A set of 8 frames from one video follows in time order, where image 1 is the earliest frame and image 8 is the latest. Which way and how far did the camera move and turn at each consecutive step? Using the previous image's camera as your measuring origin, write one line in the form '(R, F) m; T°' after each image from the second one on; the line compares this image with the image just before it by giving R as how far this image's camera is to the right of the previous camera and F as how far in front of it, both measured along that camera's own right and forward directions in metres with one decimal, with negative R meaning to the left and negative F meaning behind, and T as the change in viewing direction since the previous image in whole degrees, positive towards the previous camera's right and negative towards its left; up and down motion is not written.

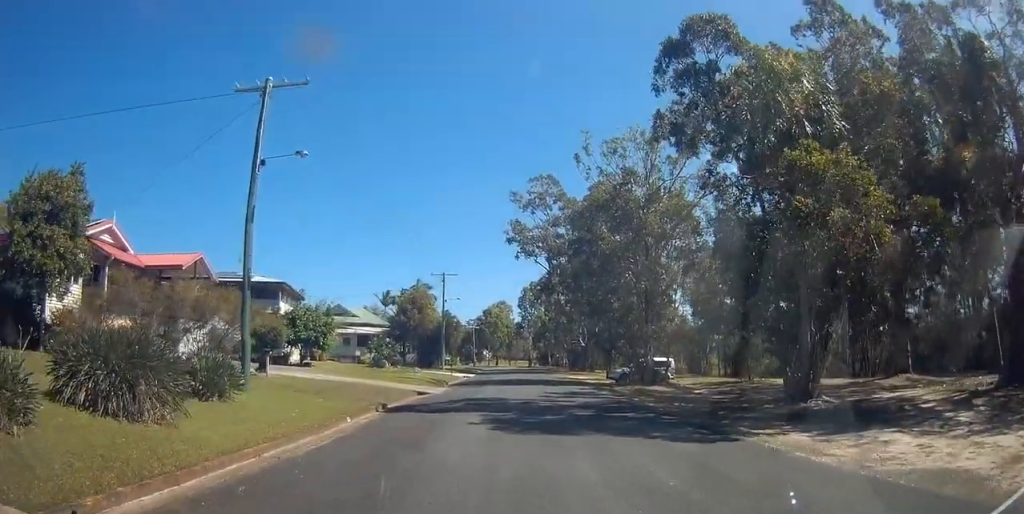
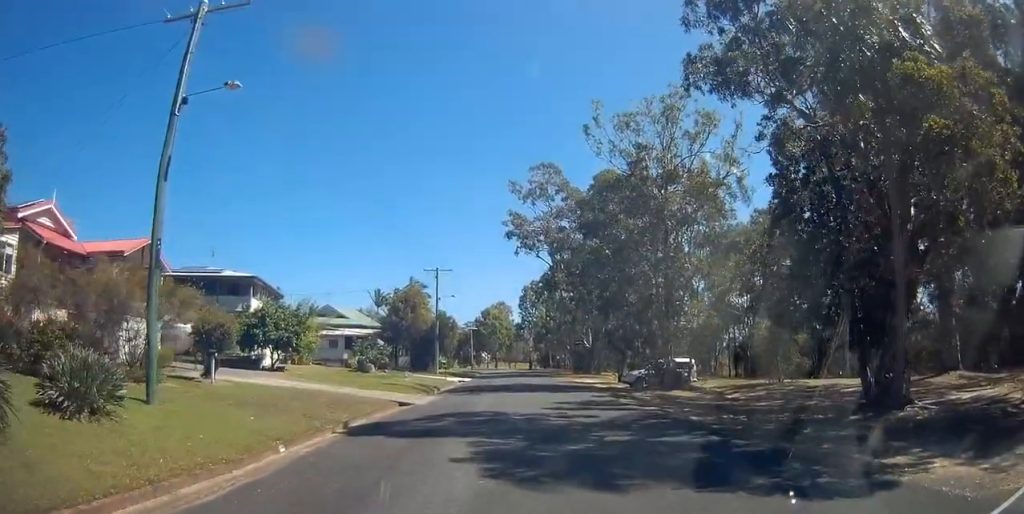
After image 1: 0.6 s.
(-0.1, +4.9) m; -1°
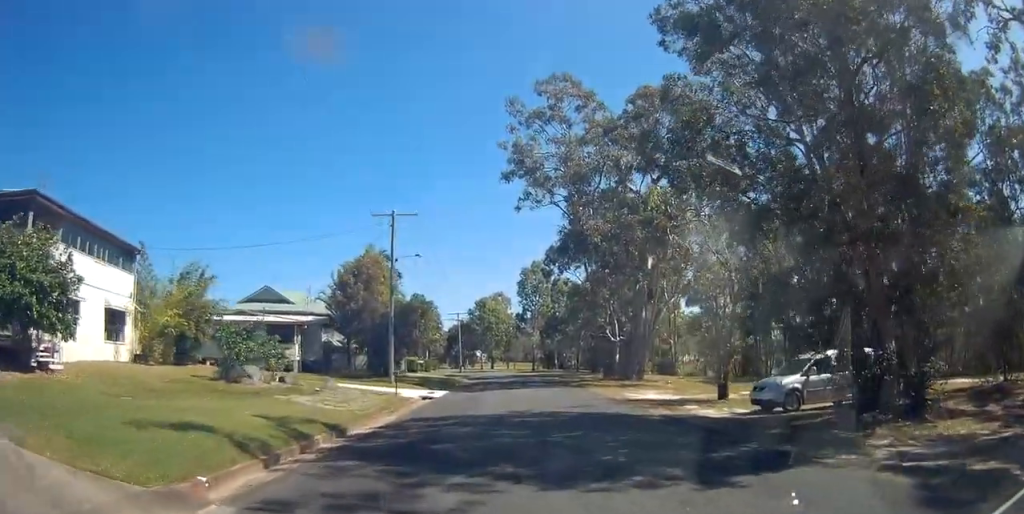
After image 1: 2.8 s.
(+0.3, +20.3) m; +2°
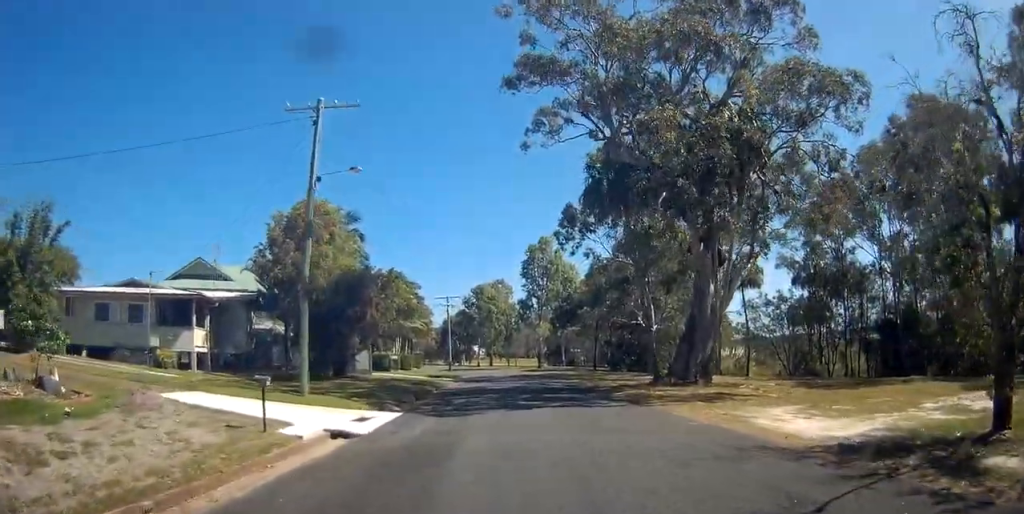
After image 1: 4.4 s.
(-0.2, +14.6) m; -2°
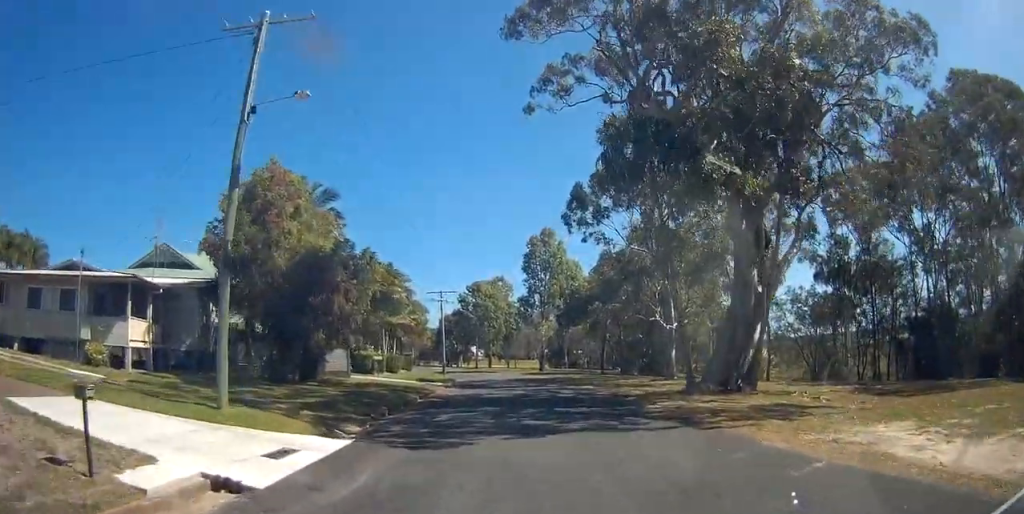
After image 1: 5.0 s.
(+0.4, +5.6) m; -6°
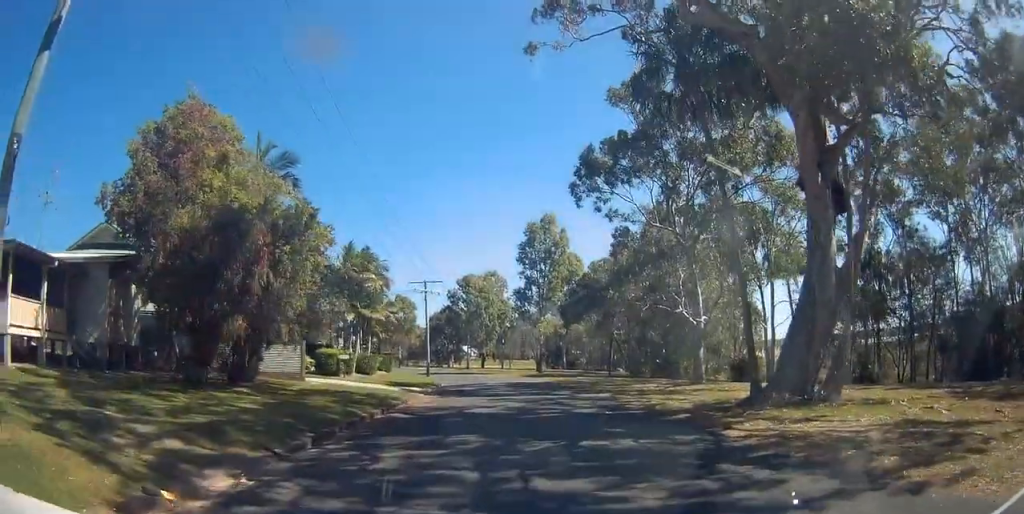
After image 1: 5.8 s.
(-0.8, +7.1) m; +3°
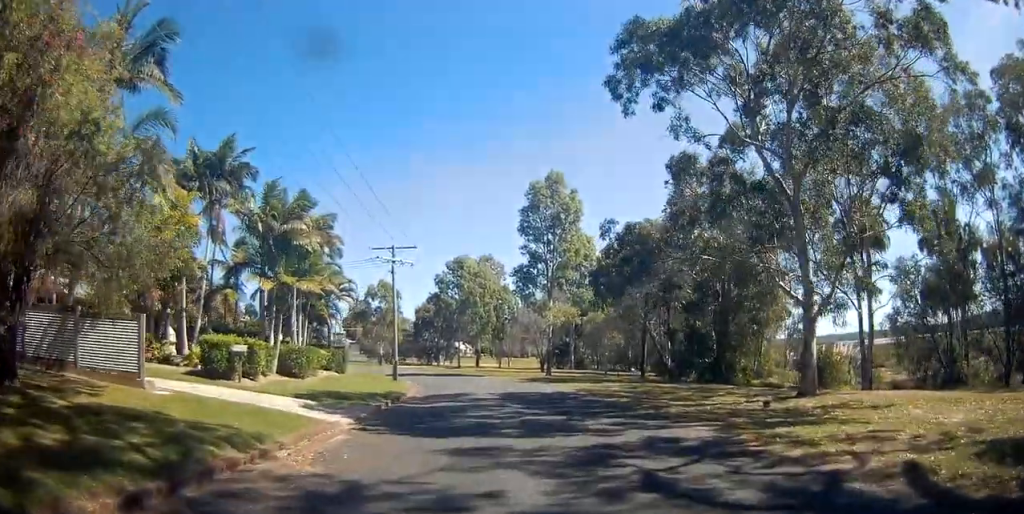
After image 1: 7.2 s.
(+2.5, +11.3) m; +16°
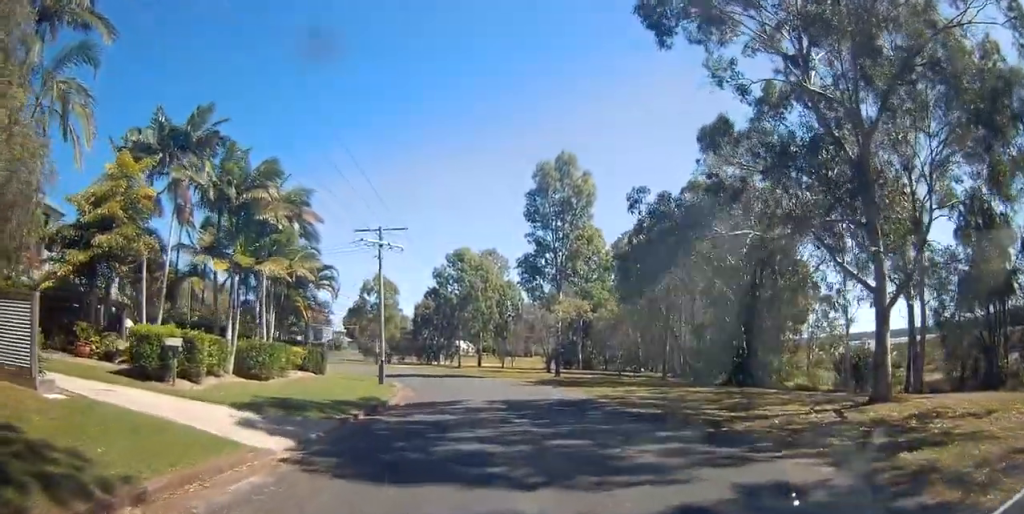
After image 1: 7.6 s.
(-0.3, +4.3) m; -2°
